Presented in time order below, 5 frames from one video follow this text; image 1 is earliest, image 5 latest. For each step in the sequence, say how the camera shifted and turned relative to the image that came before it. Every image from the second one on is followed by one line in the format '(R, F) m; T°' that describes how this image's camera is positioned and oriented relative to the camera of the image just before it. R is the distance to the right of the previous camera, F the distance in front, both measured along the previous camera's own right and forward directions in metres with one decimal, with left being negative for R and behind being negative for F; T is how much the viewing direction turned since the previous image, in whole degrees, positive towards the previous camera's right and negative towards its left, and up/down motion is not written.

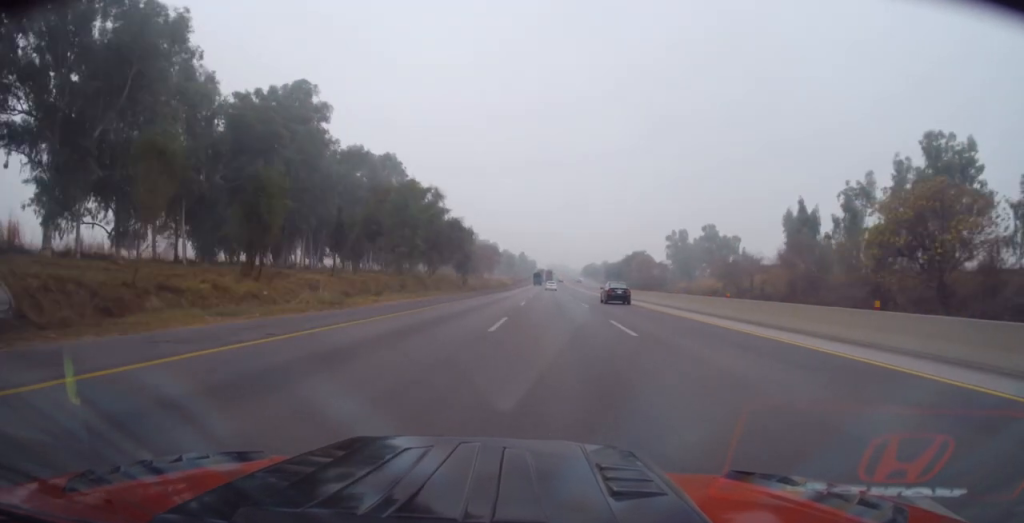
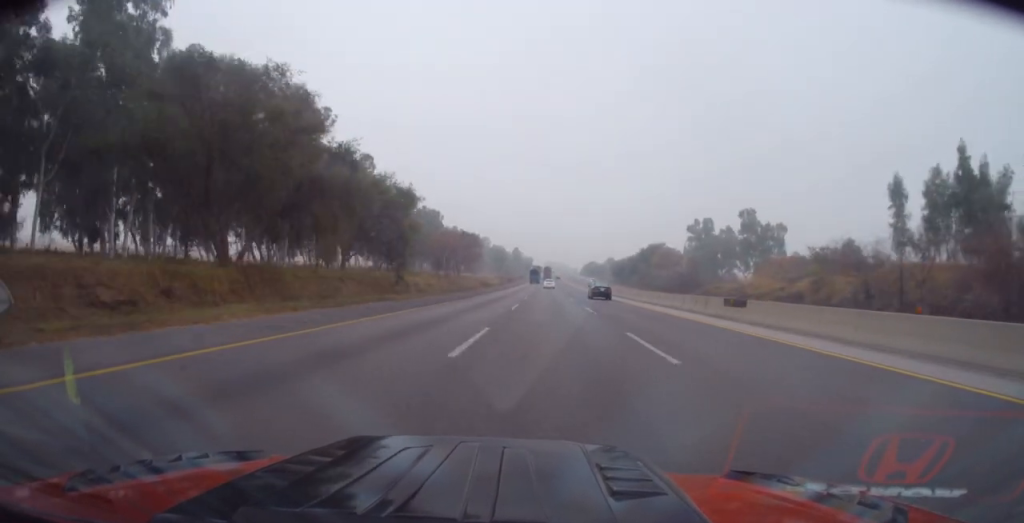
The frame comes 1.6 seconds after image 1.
(0.0, +42.1) m; -1°
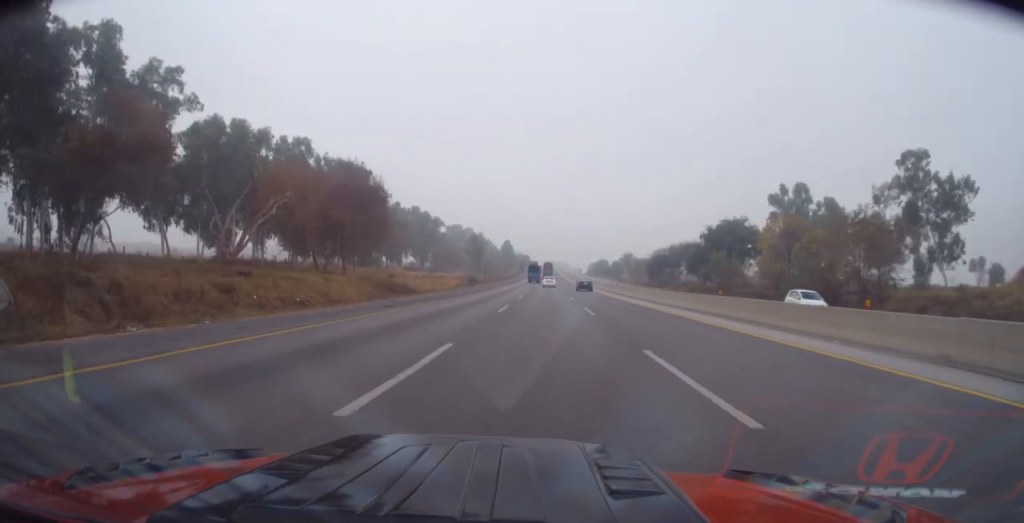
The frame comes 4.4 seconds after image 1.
(+0.1, +76.2) m; +1°
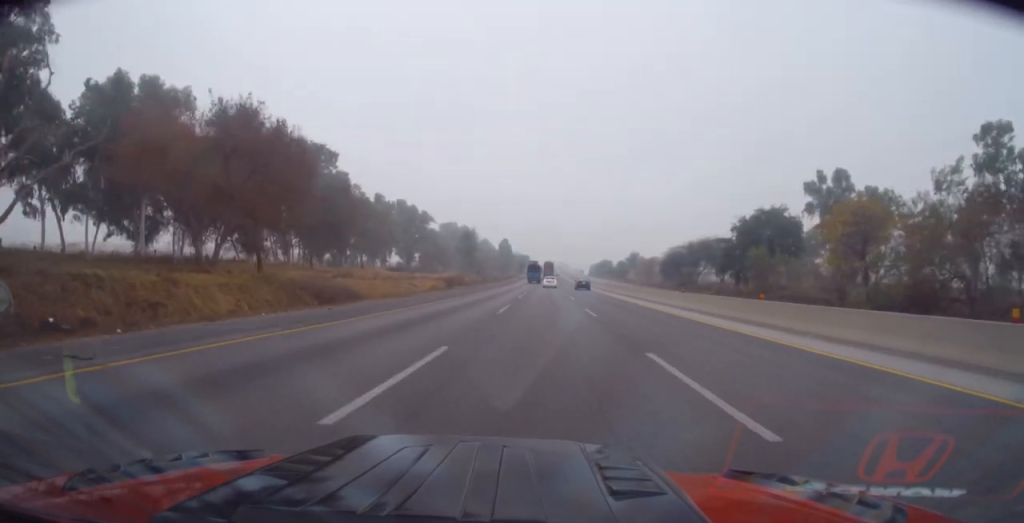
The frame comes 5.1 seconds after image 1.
(-0.2, +18.4) m; 0°
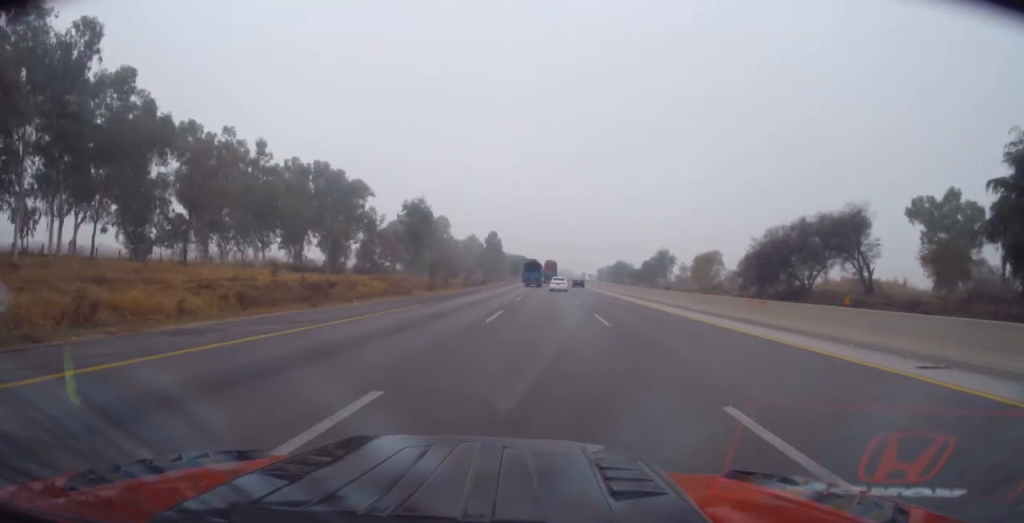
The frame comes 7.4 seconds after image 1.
(-0.4, +59.0) m; -1°
